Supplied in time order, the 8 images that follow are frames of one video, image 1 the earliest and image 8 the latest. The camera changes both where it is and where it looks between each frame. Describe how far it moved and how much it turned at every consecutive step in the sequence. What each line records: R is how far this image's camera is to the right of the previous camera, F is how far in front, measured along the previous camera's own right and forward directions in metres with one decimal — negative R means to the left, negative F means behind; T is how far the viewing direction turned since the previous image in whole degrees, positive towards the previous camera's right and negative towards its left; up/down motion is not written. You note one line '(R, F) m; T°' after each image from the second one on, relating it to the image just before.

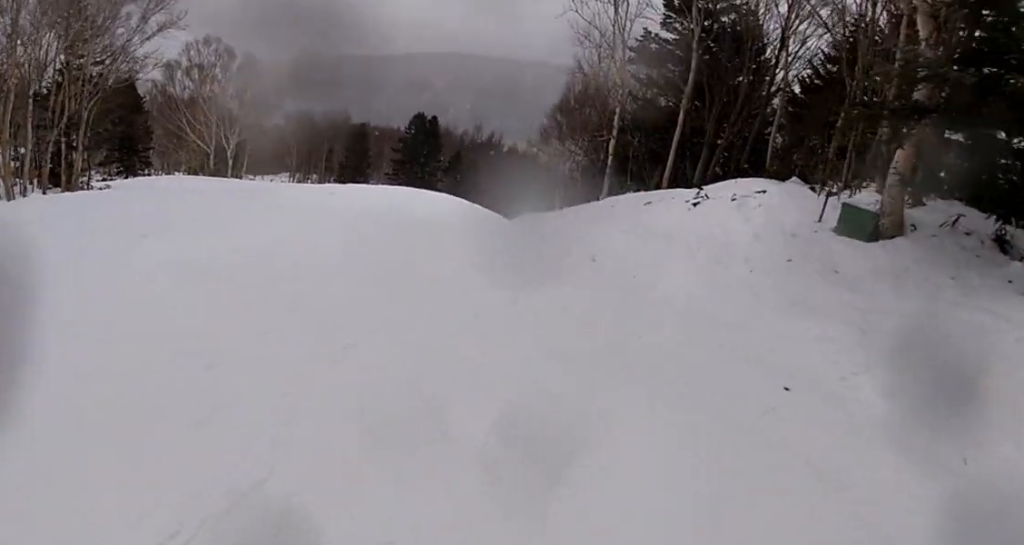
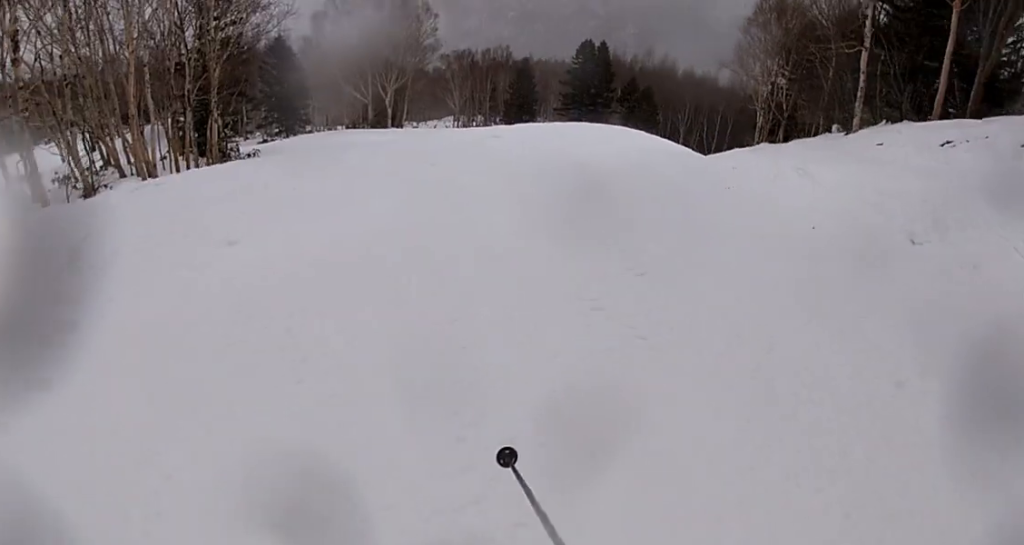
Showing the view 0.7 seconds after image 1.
(-1.3, +4.2) m; -12°
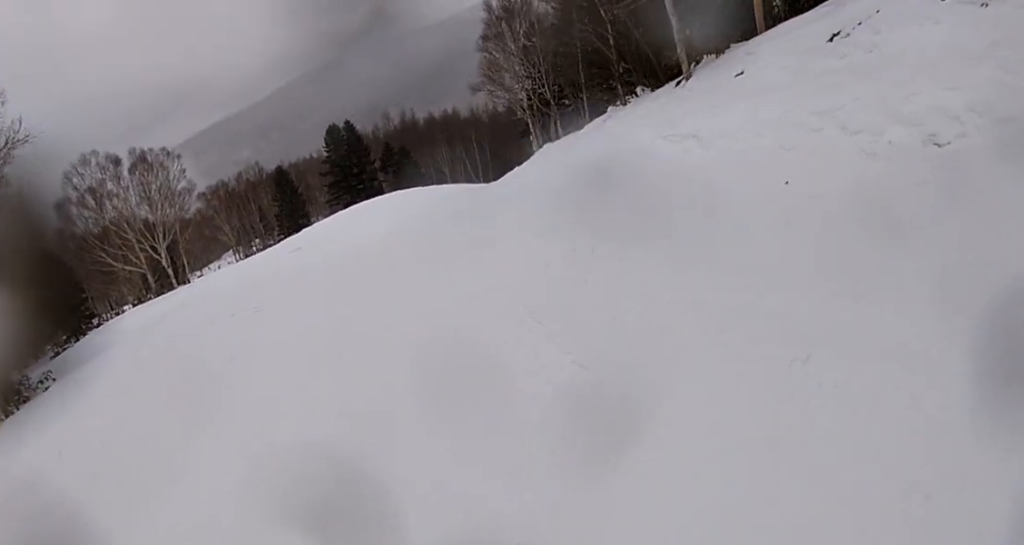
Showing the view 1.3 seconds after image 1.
(+0.1, +3.6) m; +4°
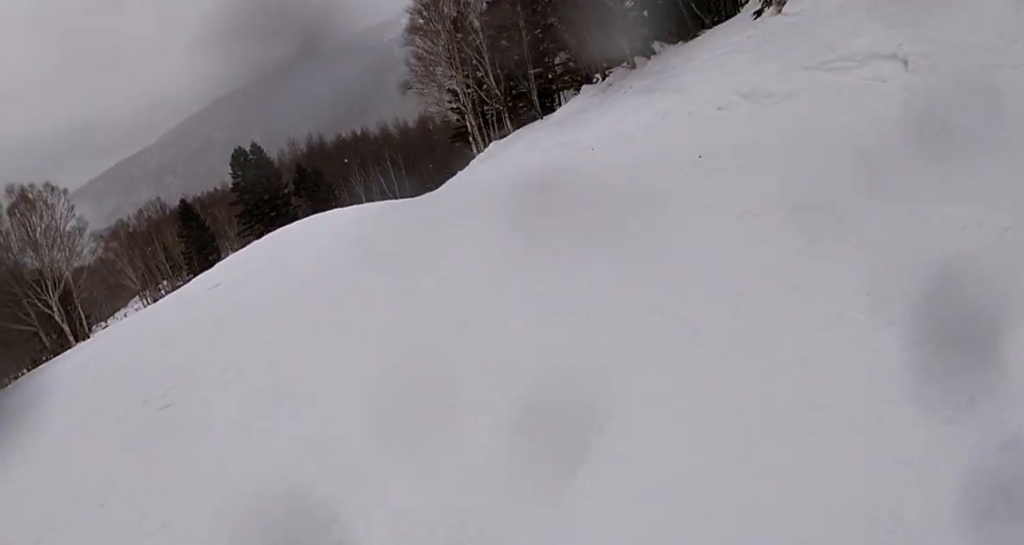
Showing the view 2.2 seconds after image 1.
(+0.4, +5.3) m; +6°
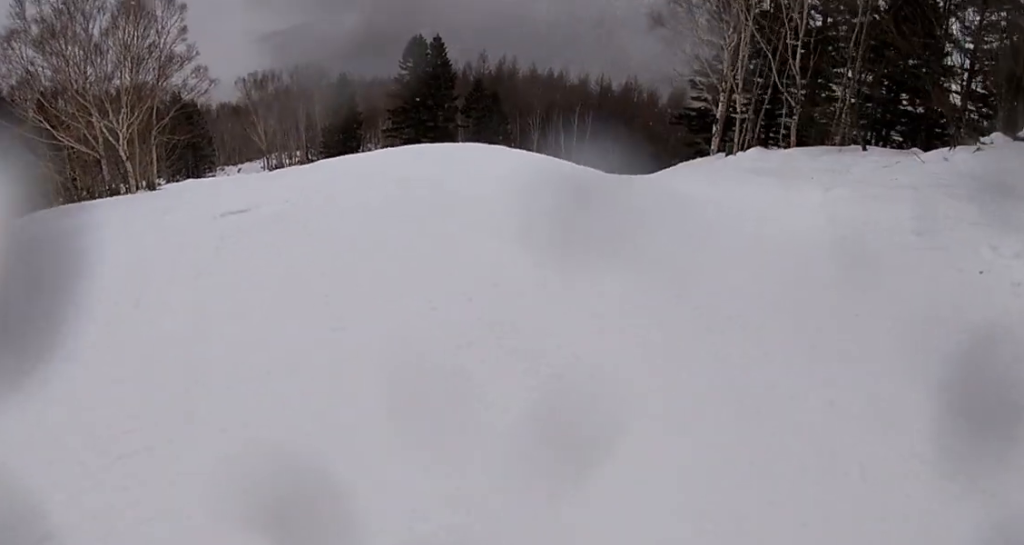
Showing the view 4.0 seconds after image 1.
(-0.2, +10.4) m; -2°
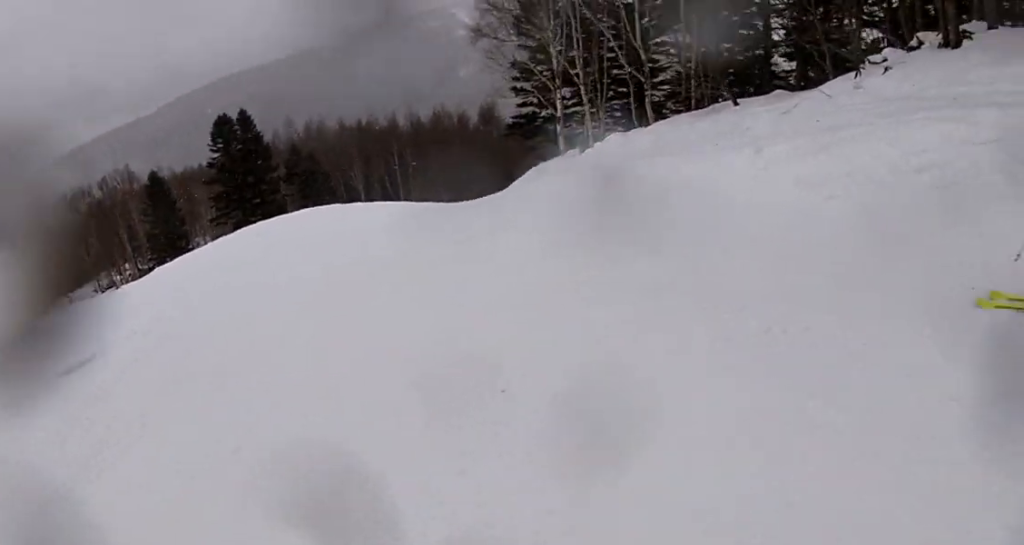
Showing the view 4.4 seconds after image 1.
(0.0, +2.5) m; +4°
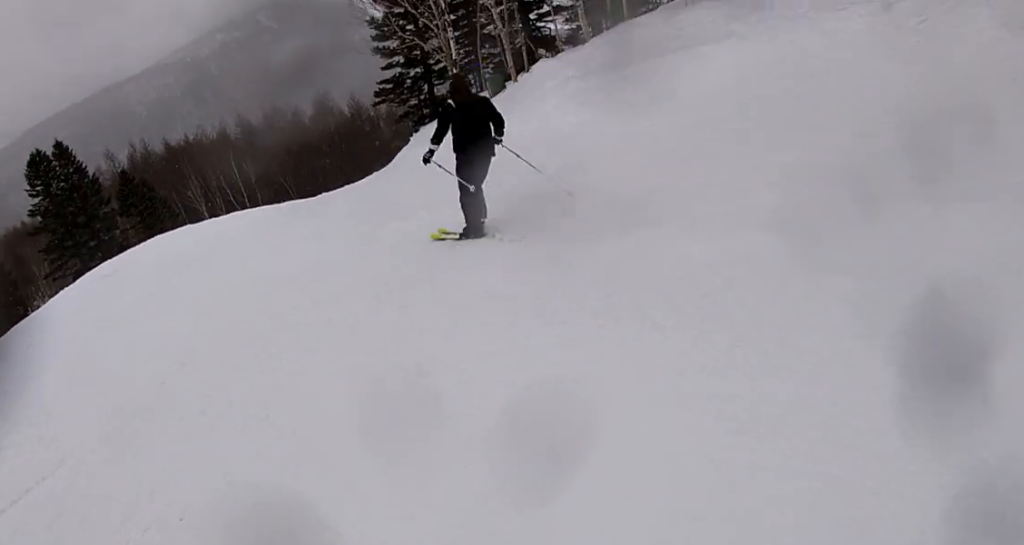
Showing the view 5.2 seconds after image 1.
(+0.3, +4.9) m; +3°
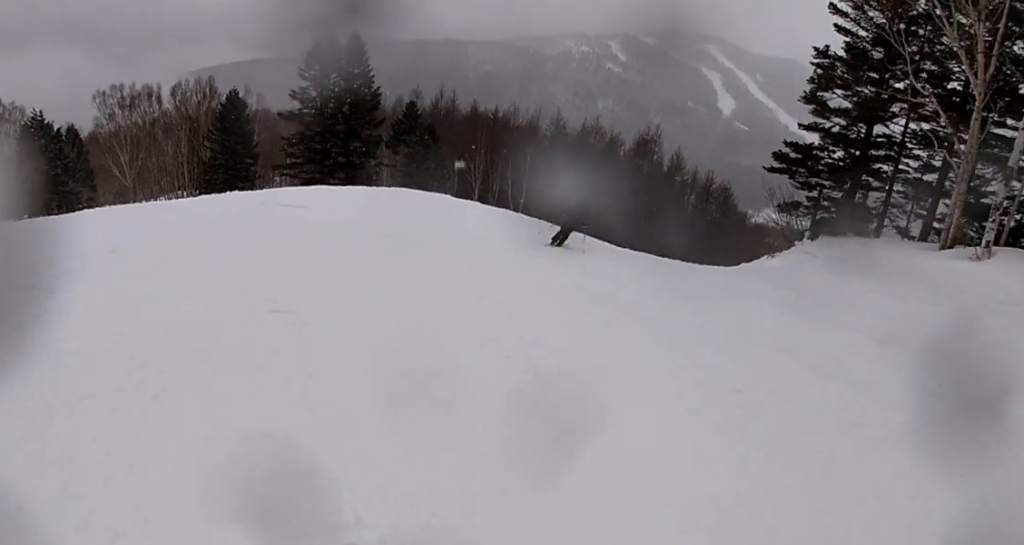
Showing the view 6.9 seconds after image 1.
(-0.3, +10.2) m; +2°
